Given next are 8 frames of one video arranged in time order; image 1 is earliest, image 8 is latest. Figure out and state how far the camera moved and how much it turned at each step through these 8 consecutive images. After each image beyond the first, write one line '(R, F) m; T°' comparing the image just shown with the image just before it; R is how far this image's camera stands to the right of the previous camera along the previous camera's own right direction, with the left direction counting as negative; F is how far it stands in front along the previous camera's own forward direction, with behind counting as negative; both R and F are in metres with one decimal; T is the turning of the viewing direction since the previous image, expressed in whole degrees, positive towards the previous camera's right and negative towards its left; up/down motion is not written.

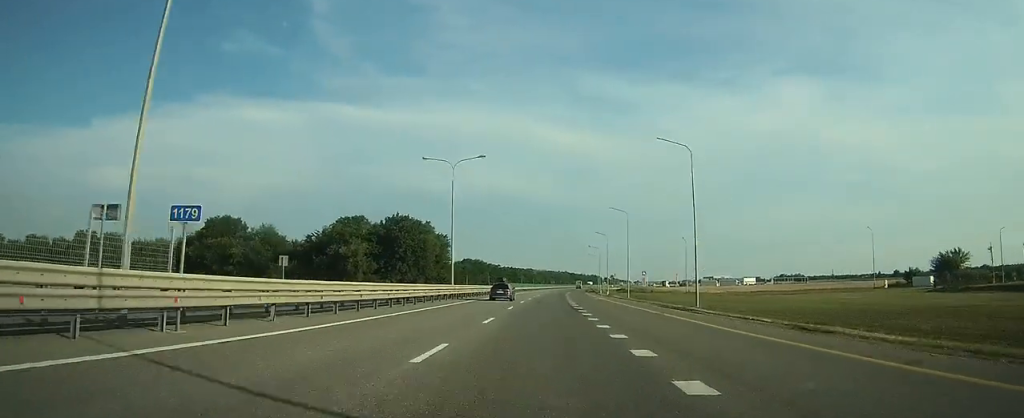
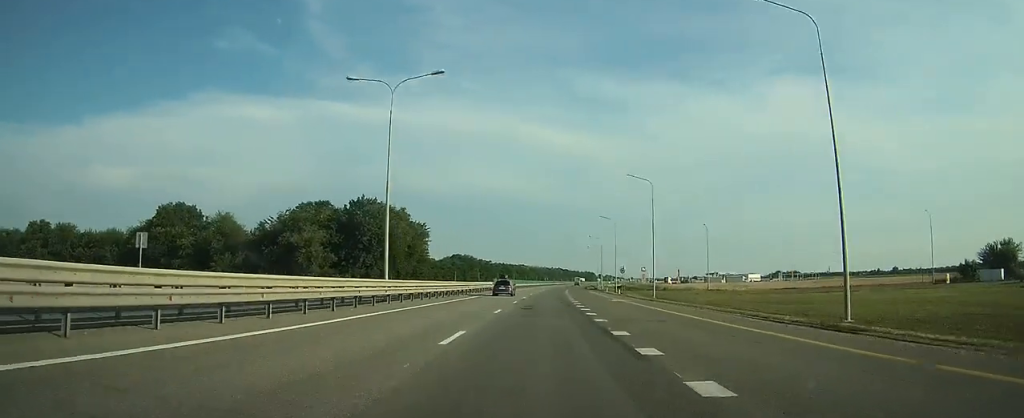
(0.0, +20.2) m; 0°
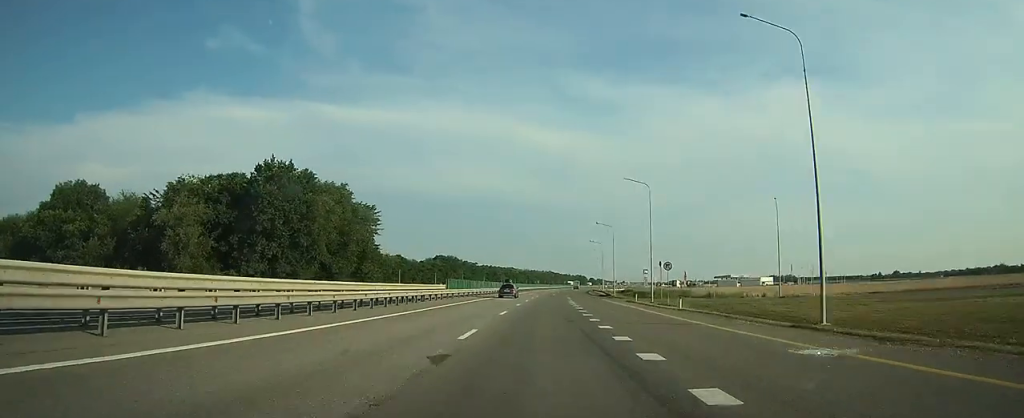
(+0.3, +33.8) m; +1°
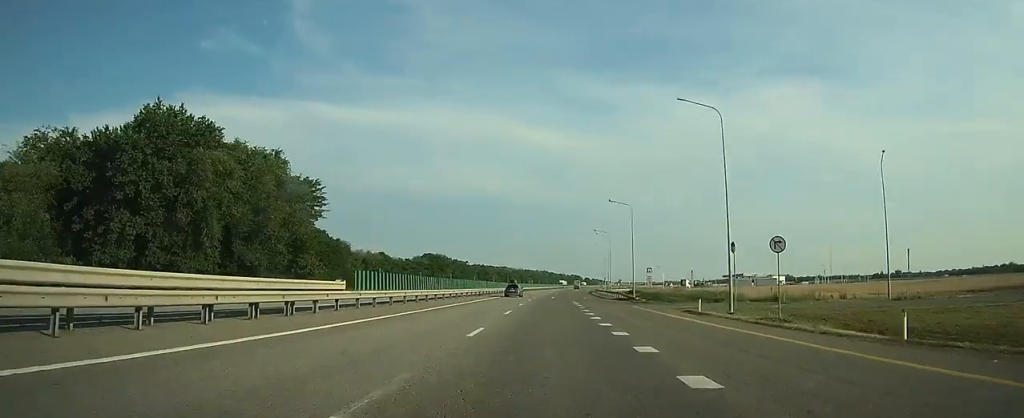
(+0.1, +23.3) m; +1°
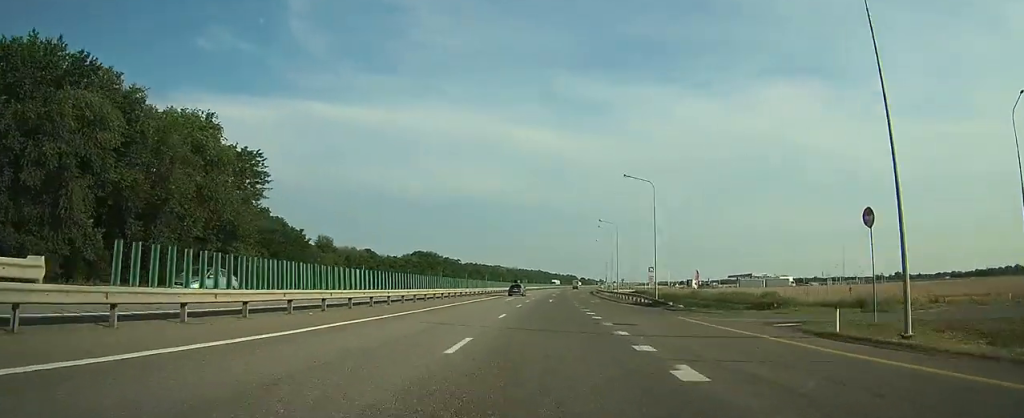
(0.0, +15.6) m; +1°
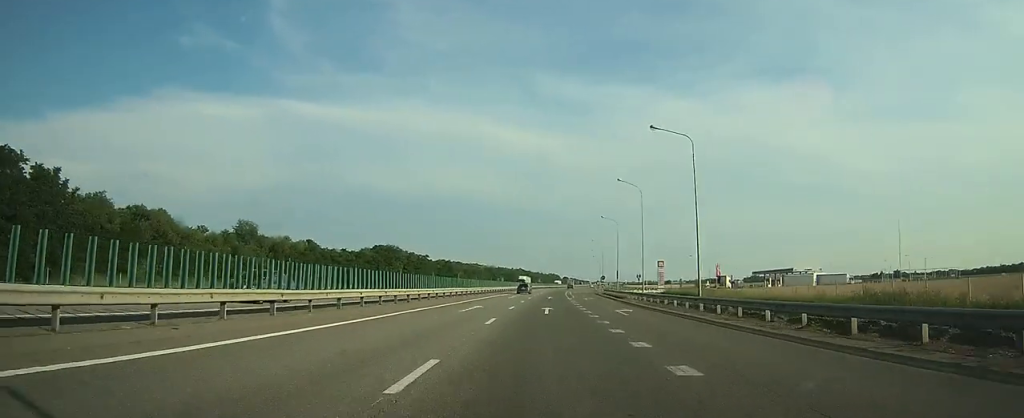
(+0.9, +51.9) m; +2°
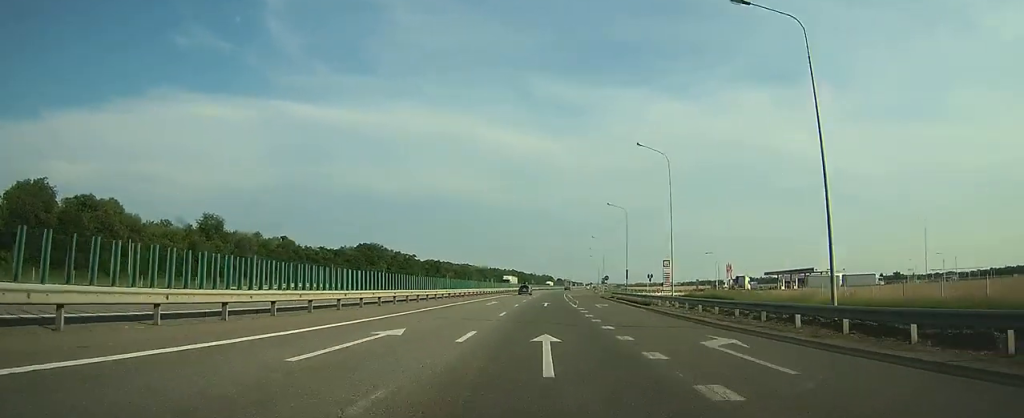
(0.0, +17.7) m; 0°
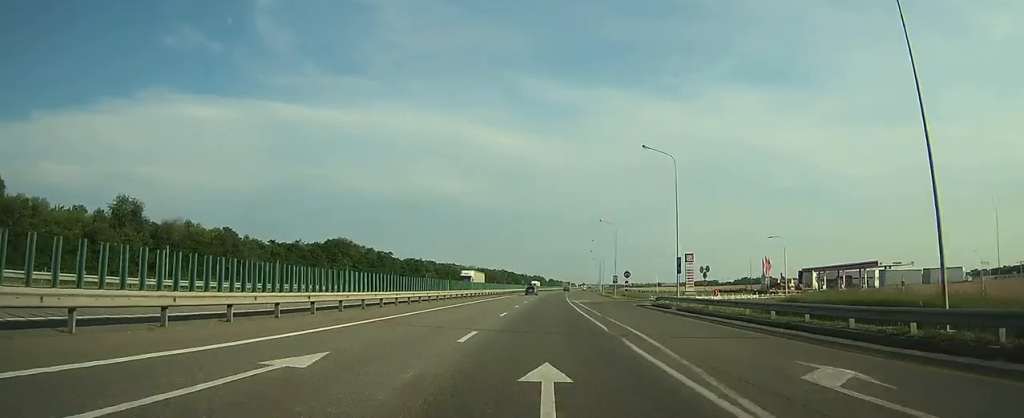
(+0.3, +35.5) m; +1°
